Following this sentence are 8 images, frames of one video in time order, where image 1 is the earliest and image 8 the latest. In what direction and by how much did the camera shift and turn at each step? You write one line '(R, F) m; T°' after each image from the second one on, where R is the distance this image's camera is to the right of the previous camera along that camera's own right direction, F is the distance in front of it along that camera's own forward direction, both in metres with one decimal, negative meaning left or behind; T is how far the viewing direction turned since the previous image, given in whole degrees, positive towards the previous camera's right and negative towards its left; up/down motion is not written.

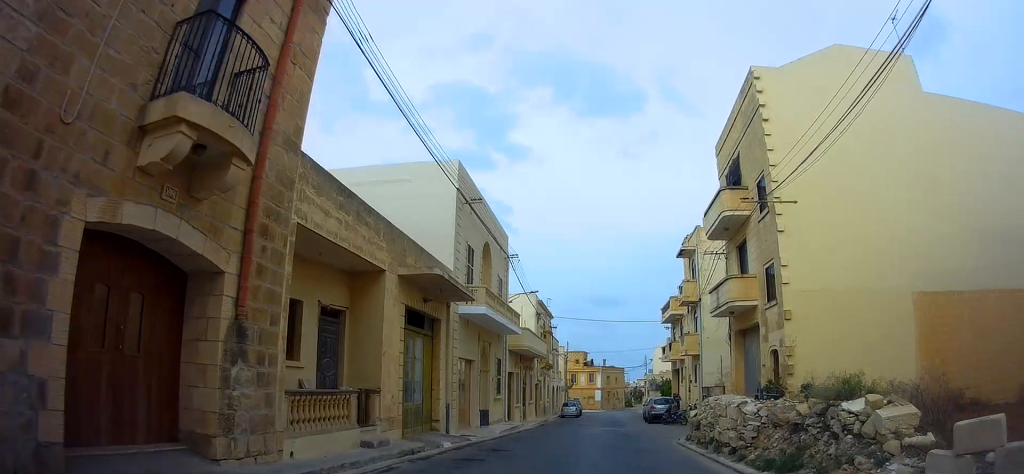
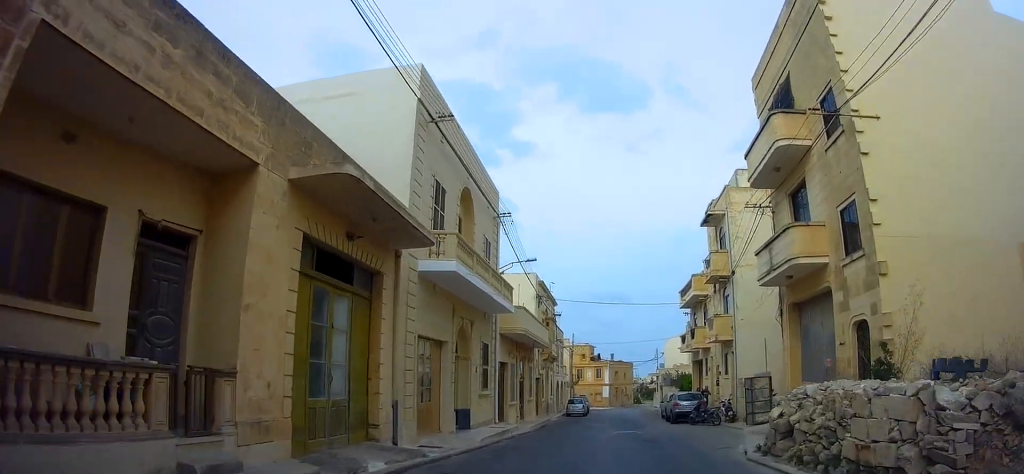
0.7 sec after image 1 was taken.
(+0.3, +6.0) m; +3°
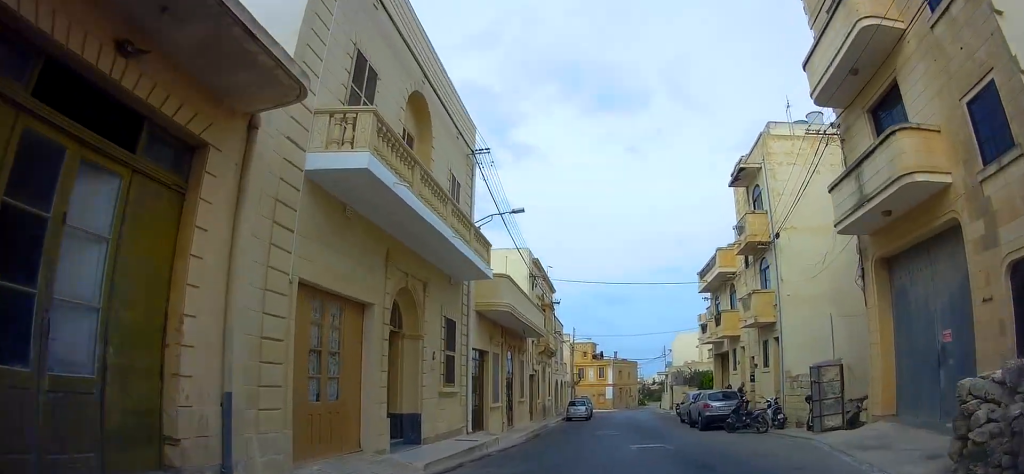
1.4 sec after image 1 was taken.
(0.0, +5.9) m; -3°
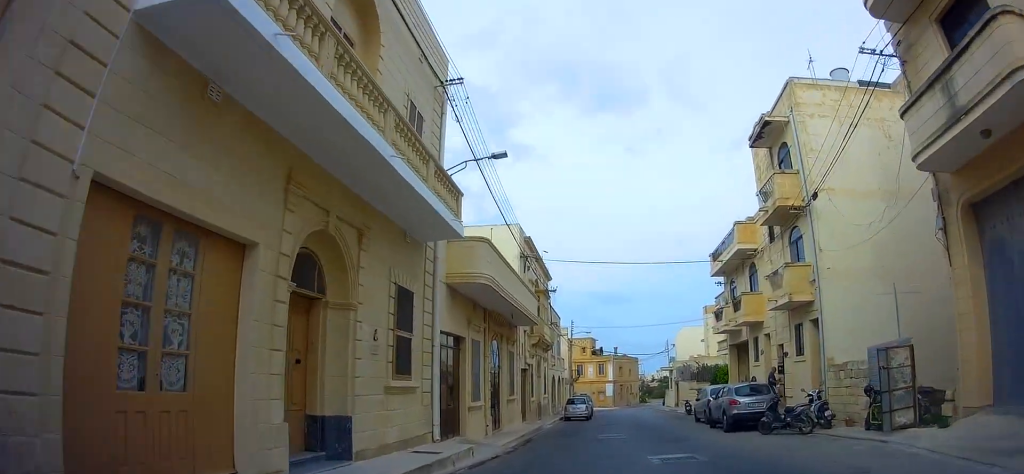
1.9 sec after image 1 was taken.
(0.0, +3.9) m; -2°
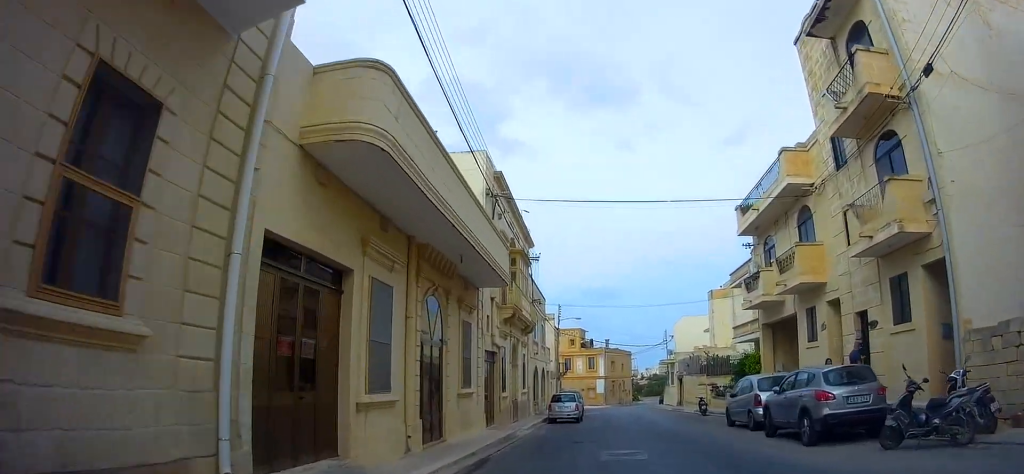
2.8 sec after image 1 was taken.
(-0.5, +7.4) m; -4°
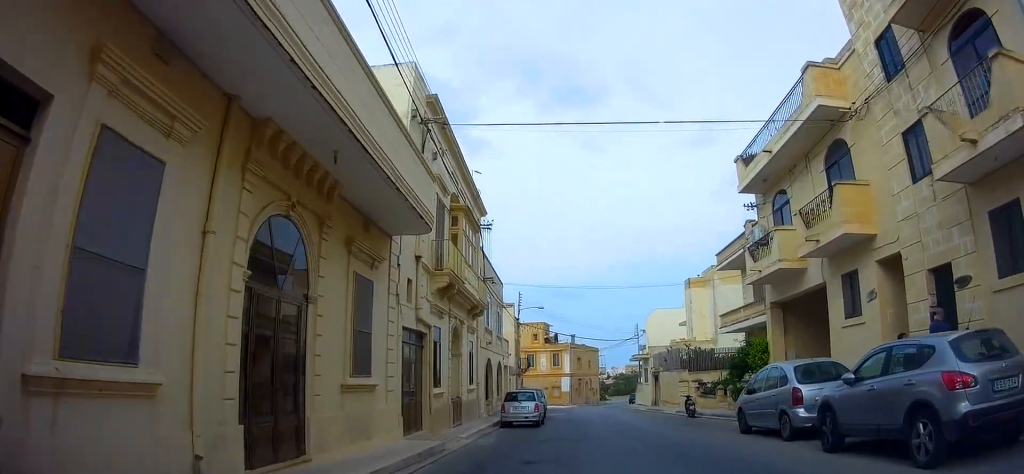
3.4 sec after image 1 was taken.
(0.0, +5.2) m; +3°
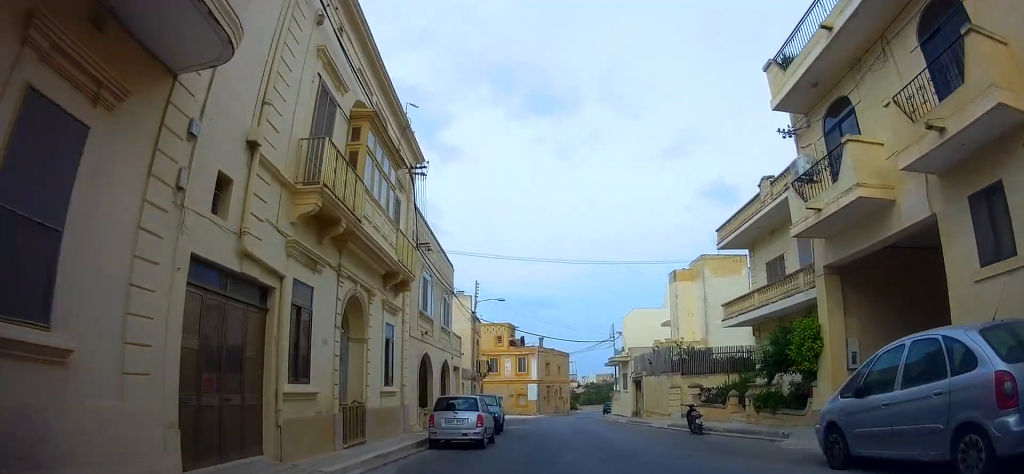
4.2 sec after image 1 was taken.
(+0.3, +6.6) m; +4°
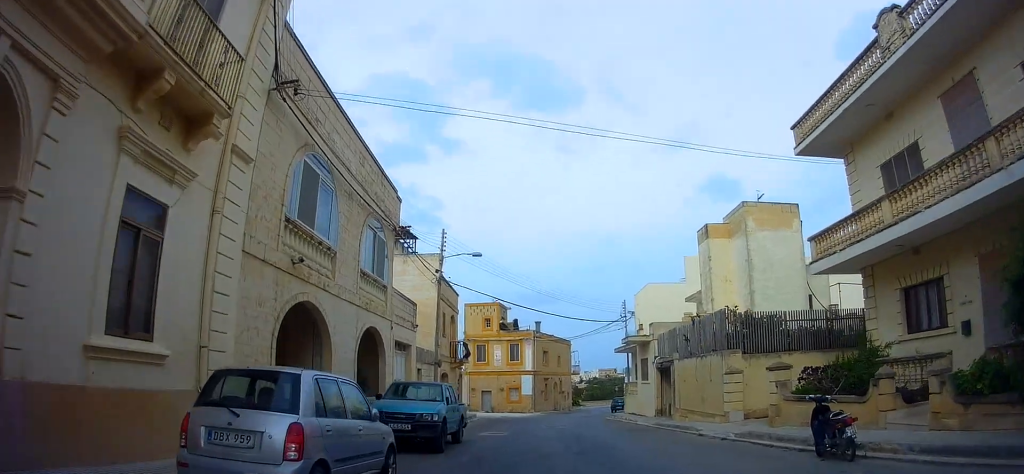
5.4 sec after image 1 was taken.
(+0.4, +9.9) m; +5°
